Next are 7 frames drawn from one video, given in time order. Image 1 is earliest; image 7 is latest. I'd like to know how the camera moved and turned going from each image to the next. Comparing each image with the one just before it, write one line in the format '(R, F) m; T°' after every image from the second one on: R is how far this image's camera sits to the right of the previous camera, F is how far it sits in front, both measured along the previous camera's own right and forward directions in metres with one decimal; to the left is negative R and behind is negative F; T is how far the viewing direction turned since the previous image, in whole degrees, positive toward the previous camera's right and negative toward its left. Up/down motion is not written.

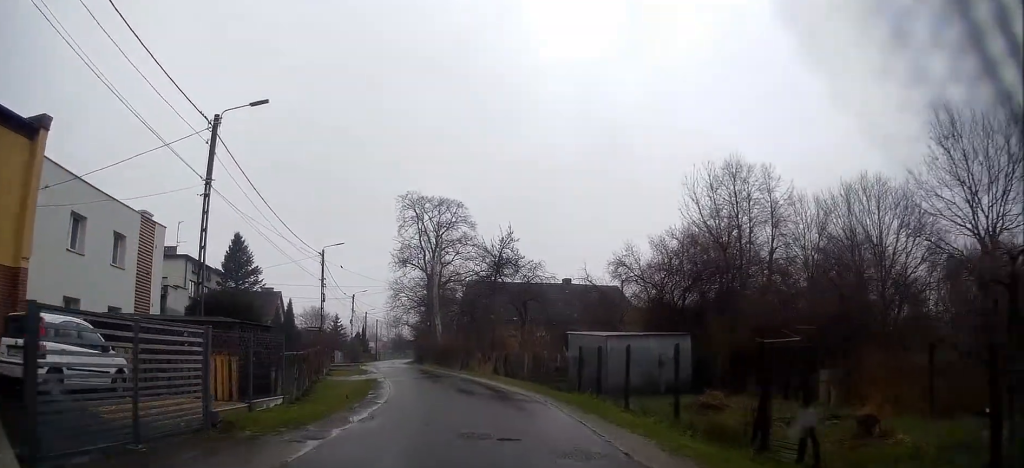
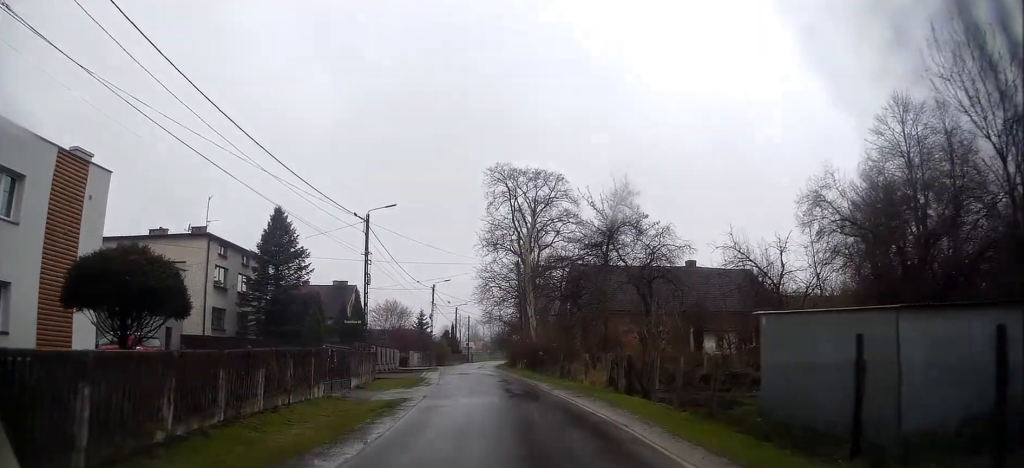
(-1.3, +11.7) m; -11°
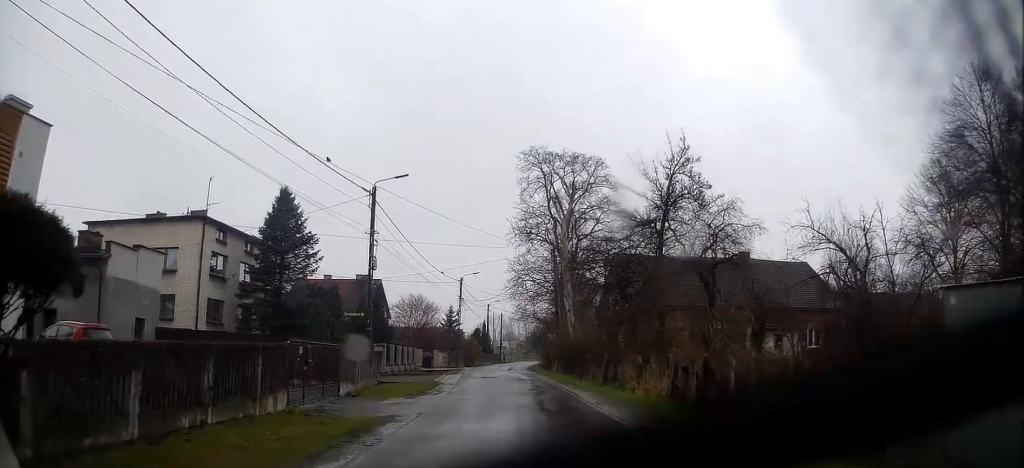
(-0.2, +5.3) m; -3°
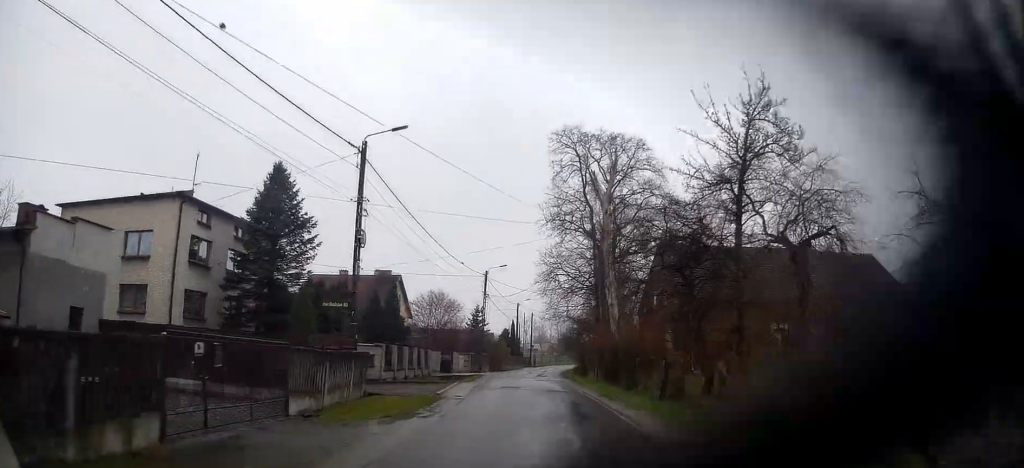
(-0.1, +6.2) m; -2°
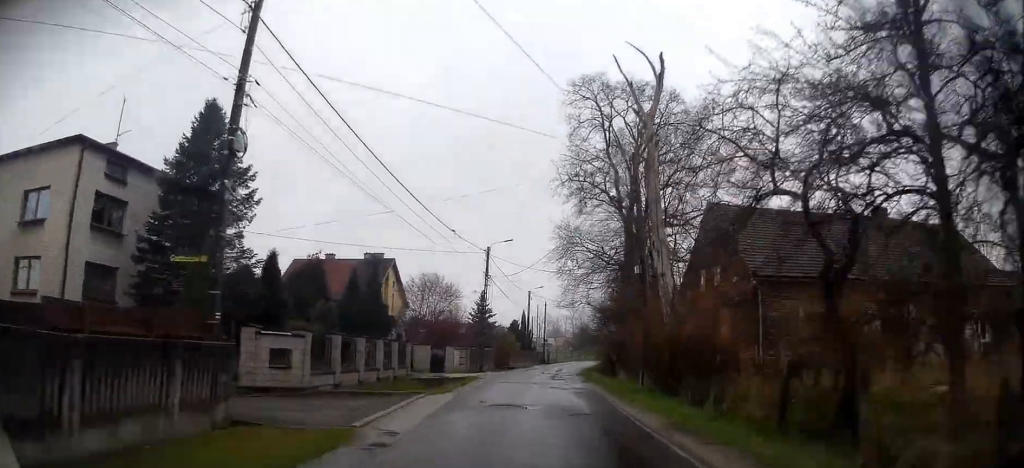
(-0.3, +9.4) m; -2°
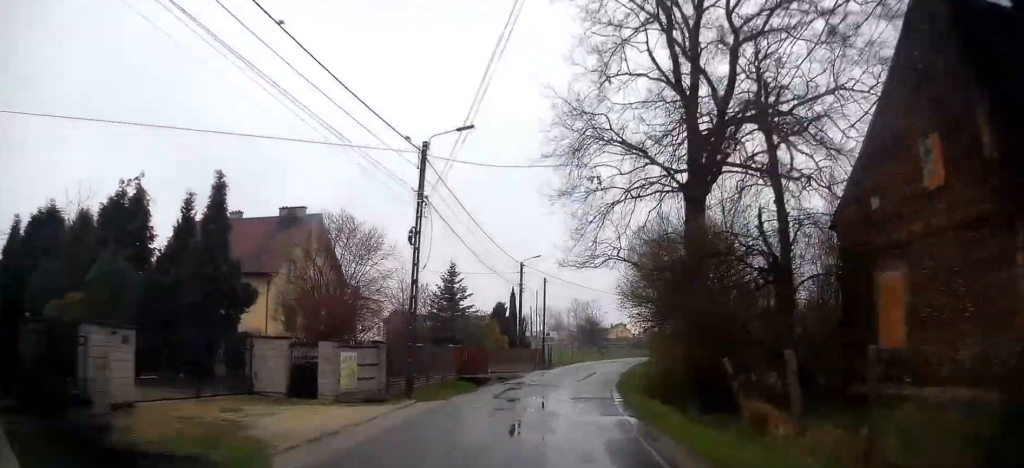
(-0.3, +20.8) m; -3°
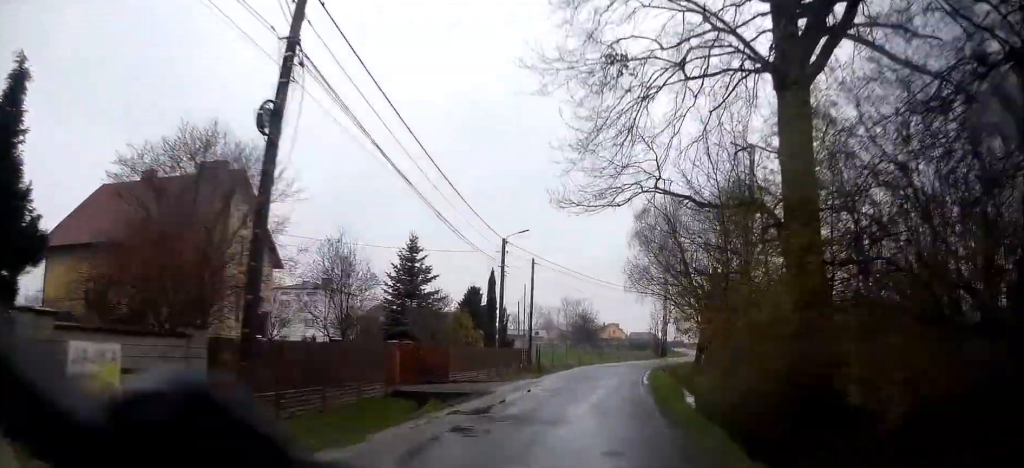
(-0.2, +10.4) m; +1°
